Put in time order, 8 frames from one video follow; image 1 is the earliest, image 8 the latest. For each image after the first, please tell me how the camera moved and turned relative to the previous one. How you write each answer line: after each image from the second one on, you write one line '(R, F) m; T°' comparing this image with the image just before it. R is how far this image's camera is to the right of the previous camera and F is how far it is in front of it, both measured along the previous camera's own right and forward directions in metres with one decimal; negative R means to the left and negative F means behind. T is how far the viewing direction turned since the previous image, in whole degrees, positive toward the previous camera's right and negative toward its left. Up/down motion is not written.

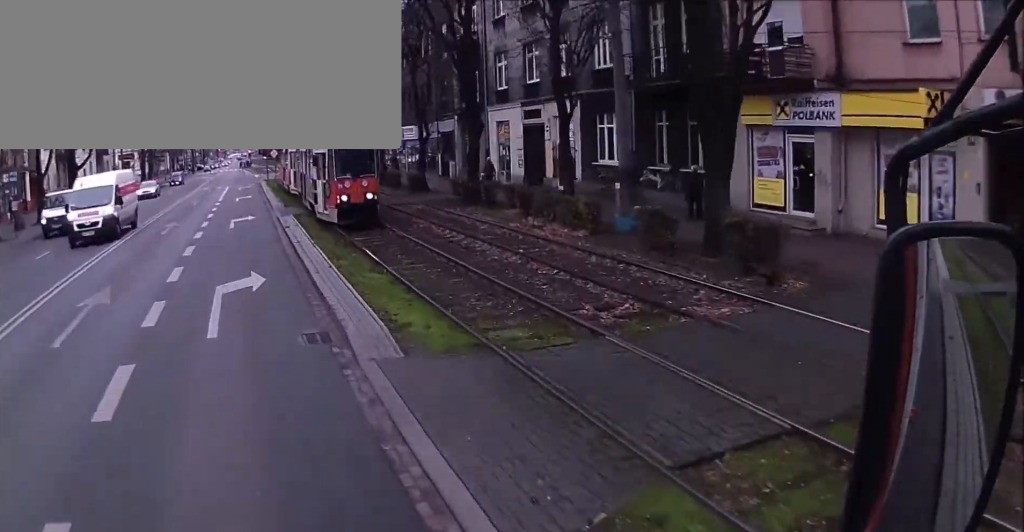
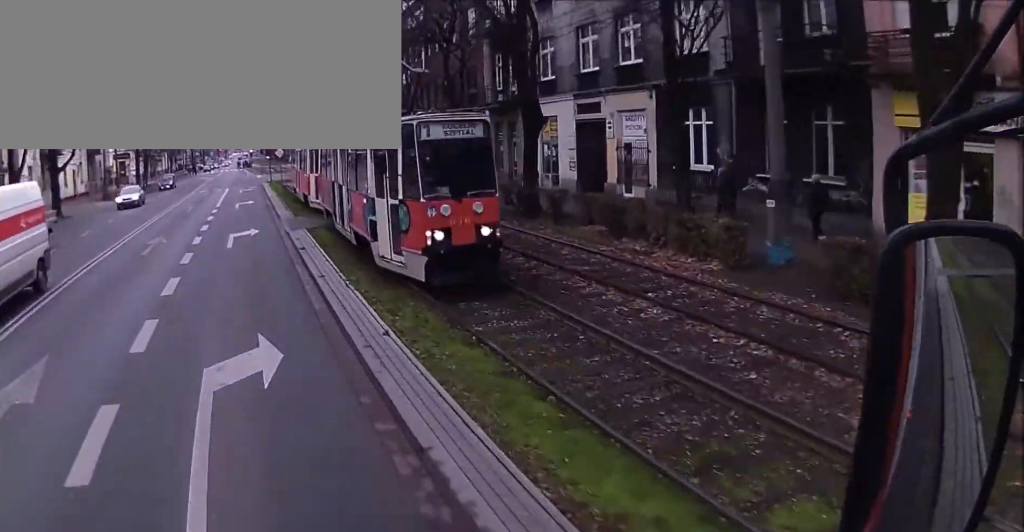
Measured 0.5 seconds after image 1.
(+0.1, +5.8) m; 0°
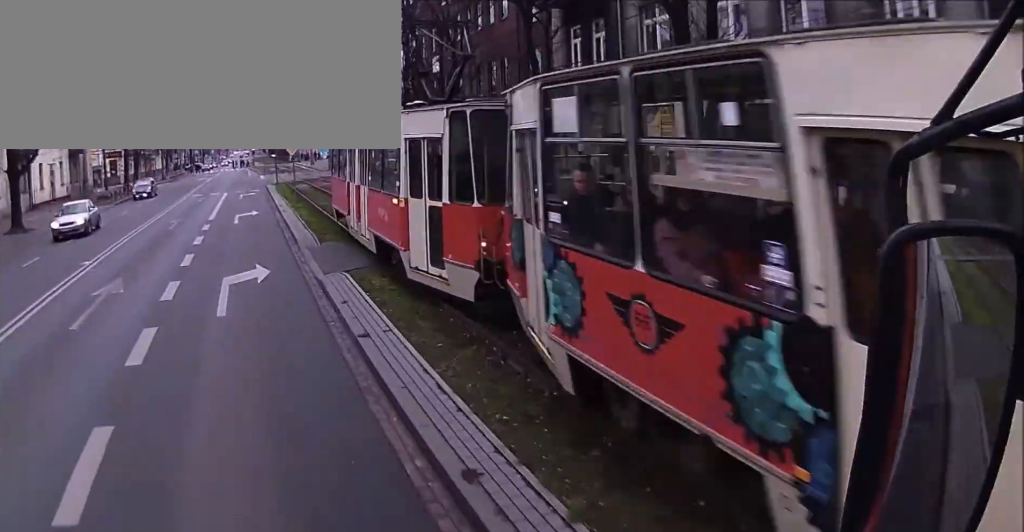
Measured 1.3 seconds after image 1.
(+0.2, +9.2) m; +1°
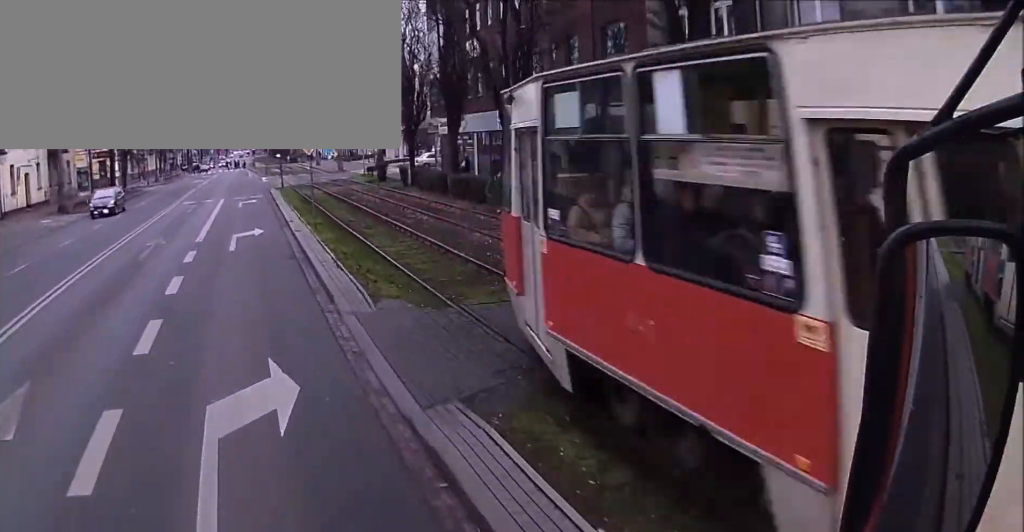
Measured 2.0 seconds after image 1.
(-0.1, +7.8) m; 0°
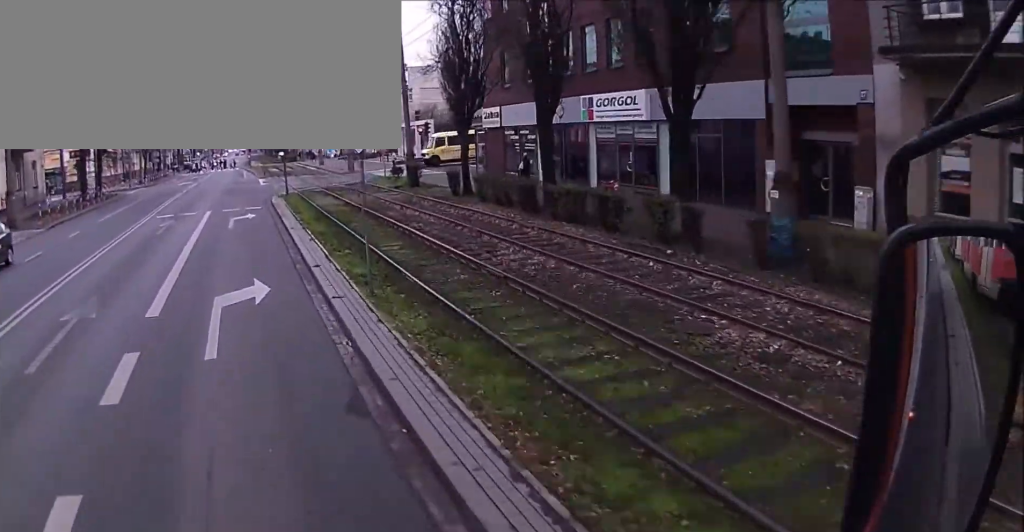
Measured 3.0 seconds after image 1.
(0.0, +10.9) m; +1°
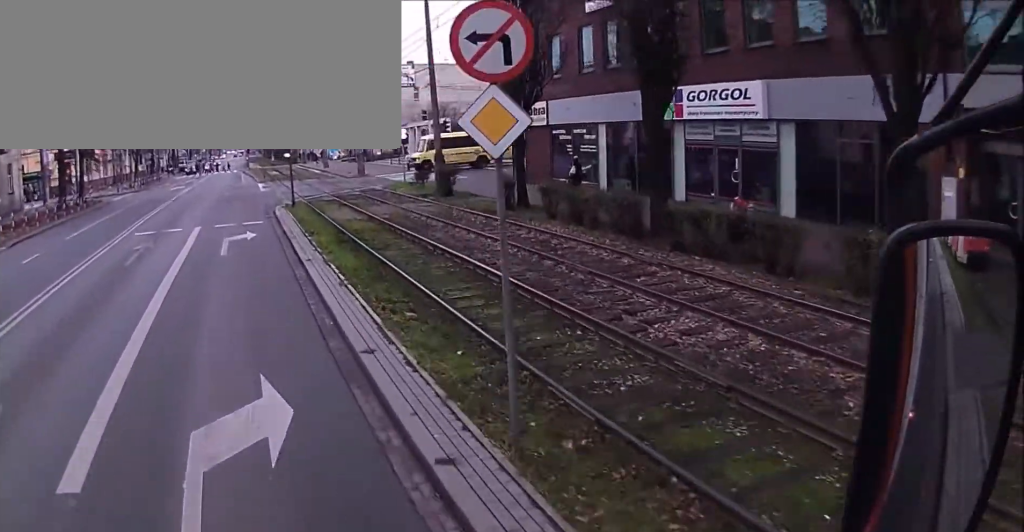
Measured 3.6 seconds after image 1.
(+0.1, +6.8) m; +1°
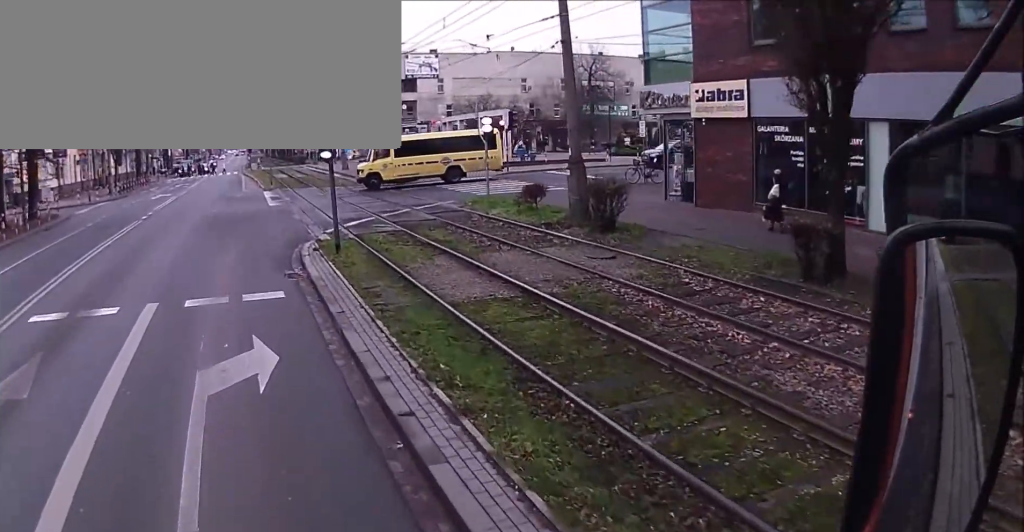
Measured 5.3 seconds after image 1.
(+0.2, +16.3) m; -1°
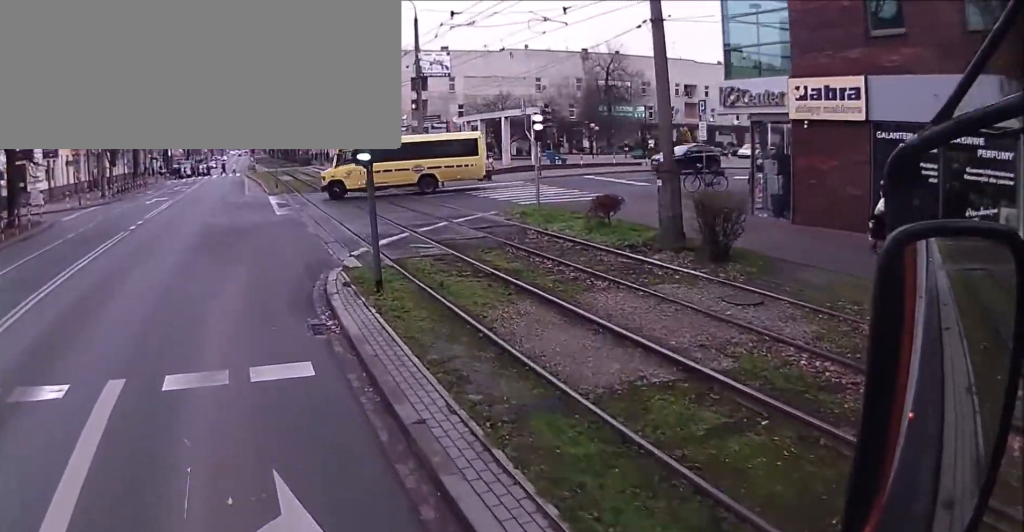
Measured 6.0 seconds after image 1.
(-0.2, +5.9) m; -1°
